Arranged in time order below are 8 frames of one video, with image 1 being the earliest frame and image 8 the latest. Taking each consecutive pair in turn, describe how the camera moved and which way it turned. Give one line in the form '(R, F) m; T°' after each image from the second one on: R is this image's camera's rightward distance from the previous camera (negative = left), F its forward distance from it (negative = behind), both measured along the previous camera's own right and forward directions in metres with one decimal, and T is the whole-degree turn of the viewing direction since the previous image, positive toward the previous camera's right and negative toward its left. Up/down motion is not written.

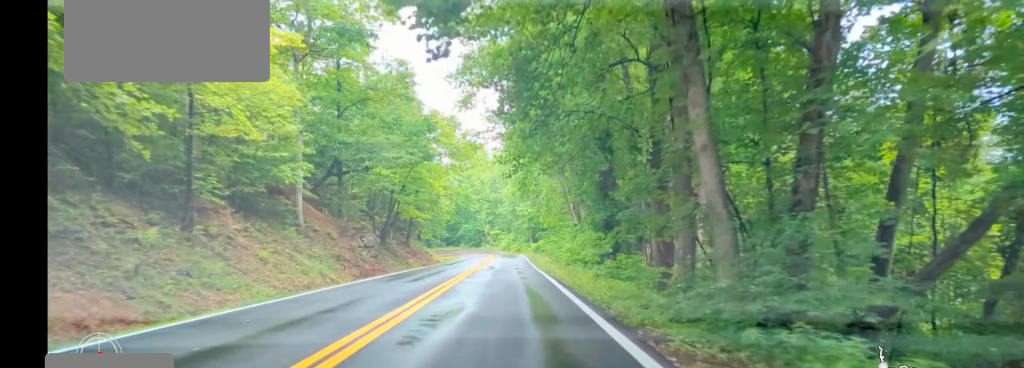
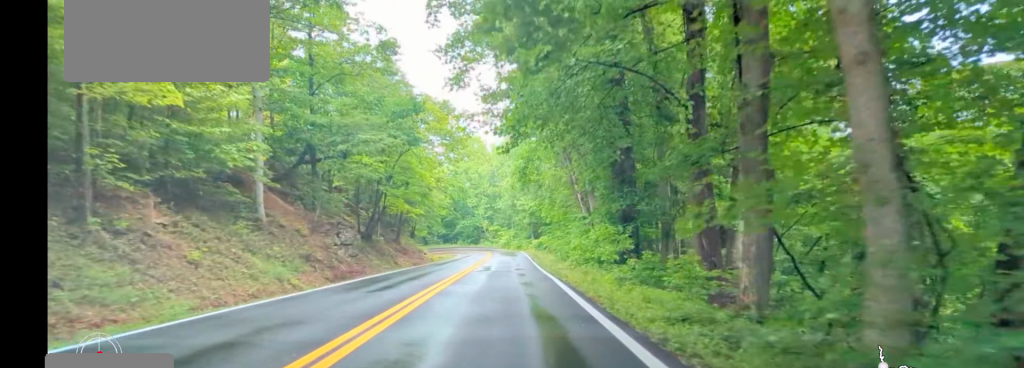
(0.0, +6.3) m; 0°
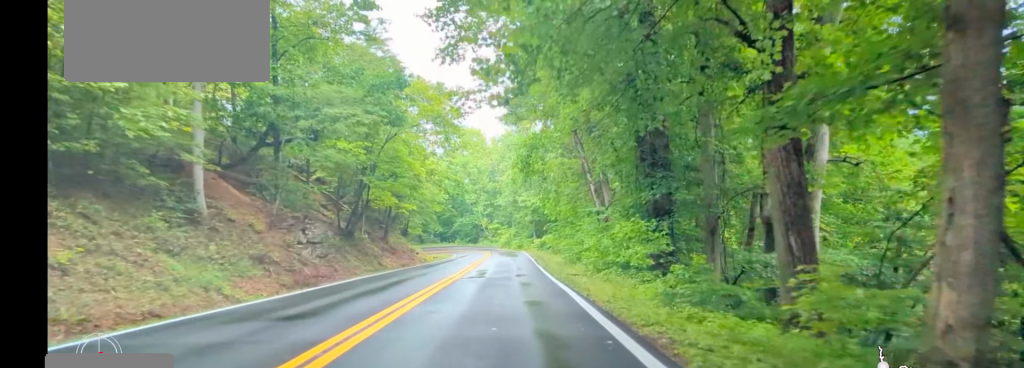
(0.0, +6.2) m; 0°
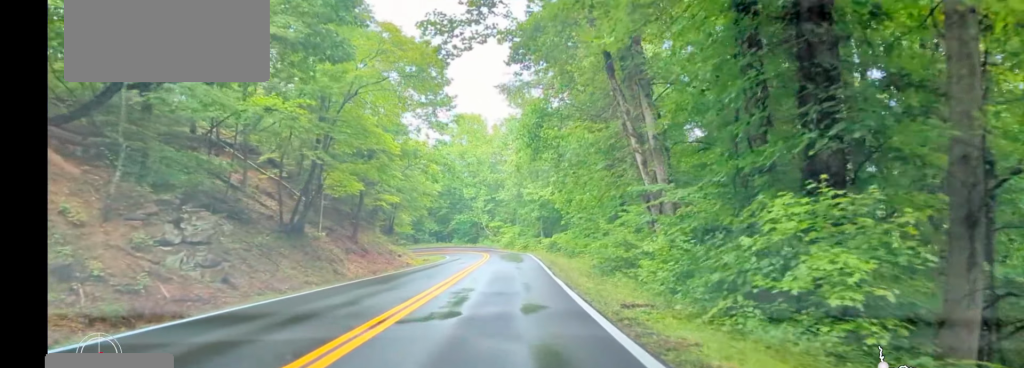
(-0.1, +12.3) m; -1°
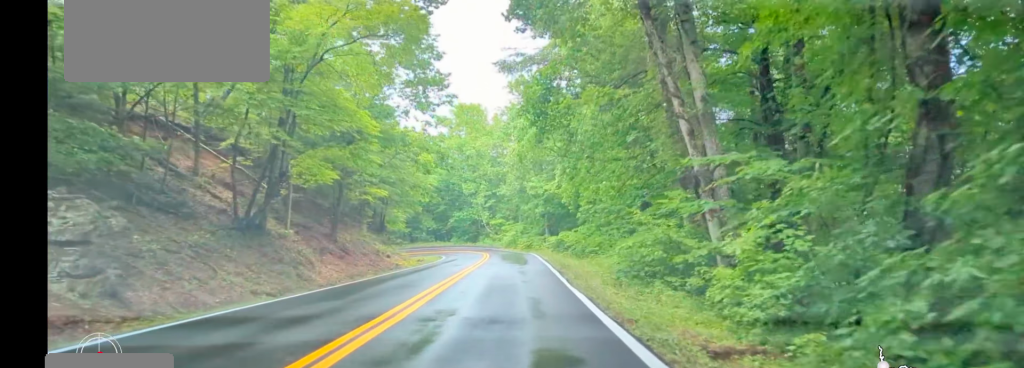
(0.0, +6.0) m; 0°
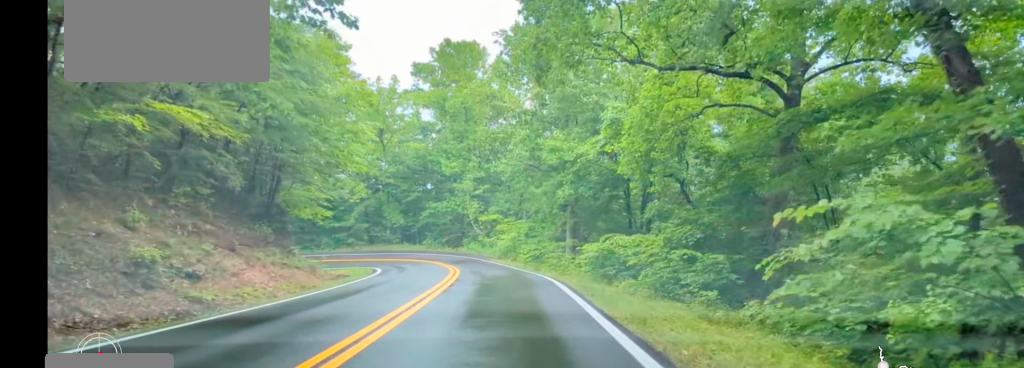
(-0.6, +28.3) m; -1°
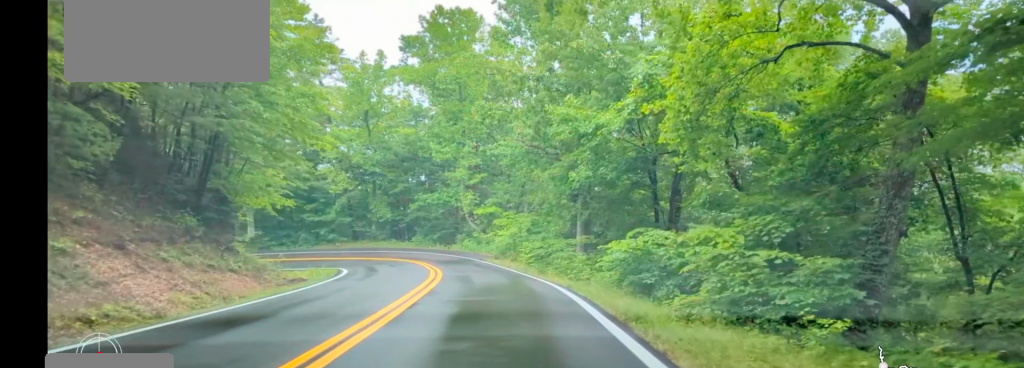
(+0.1, +6.8) m; 0°
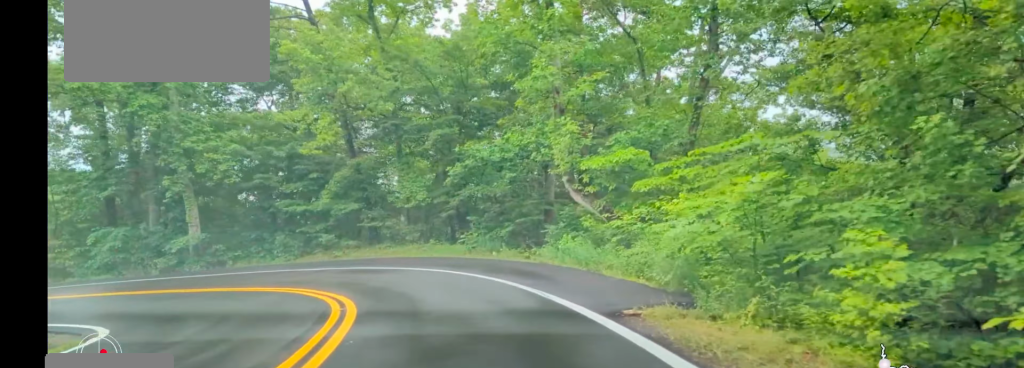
(-1.0, +27.6) m; -10°
